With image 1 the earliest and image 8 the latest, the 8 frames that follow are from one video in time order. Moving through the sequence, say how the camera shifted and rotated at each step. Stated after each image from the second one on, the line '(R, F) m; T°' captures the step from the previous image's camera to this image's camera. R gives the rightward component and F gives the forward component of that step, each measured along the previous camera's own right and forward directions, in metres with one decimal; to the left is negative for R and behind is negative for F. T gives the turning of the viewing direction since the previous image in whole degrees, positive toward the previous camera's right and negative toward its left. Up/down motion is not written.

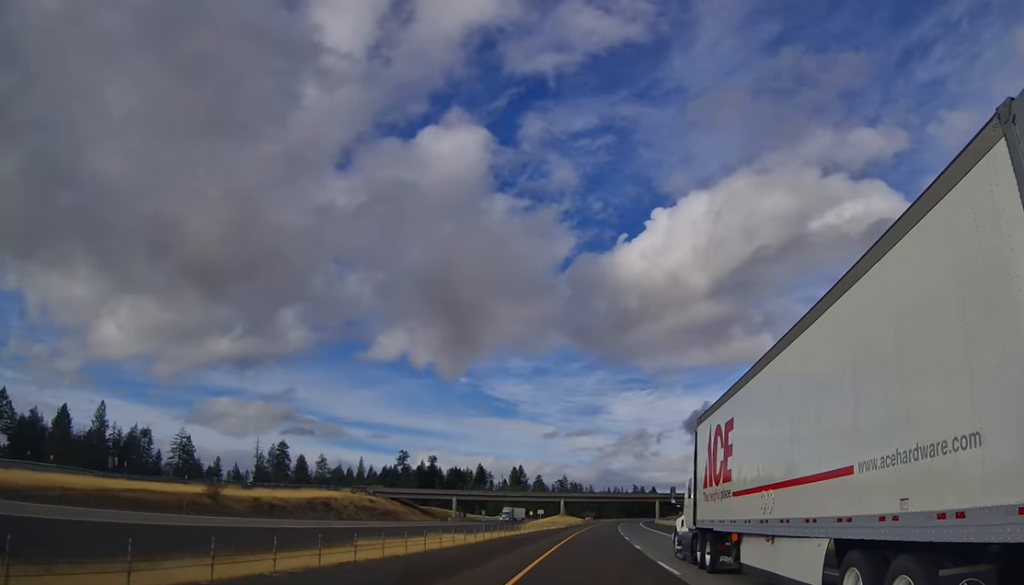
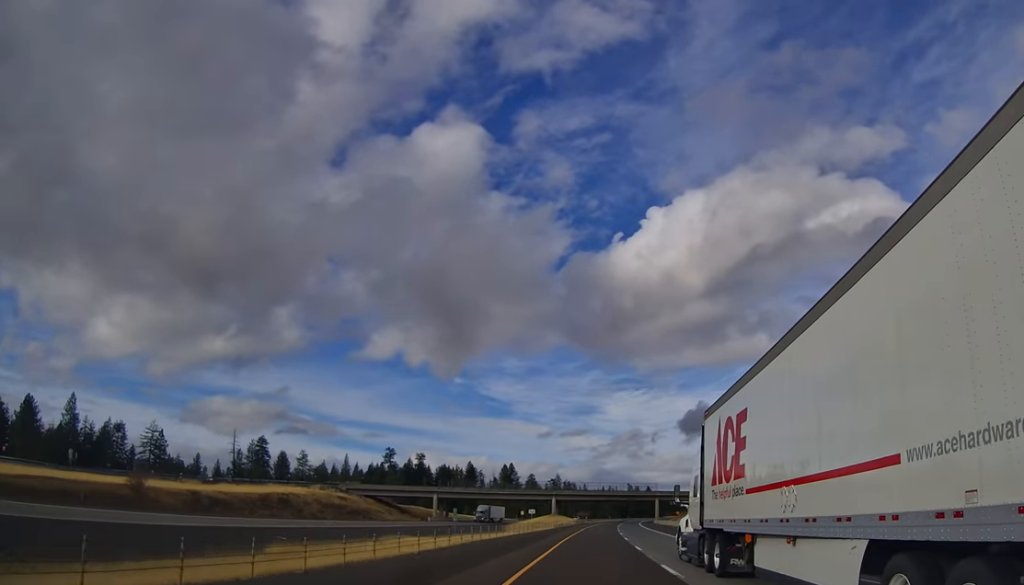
(0.0, +13.5) m; +1°
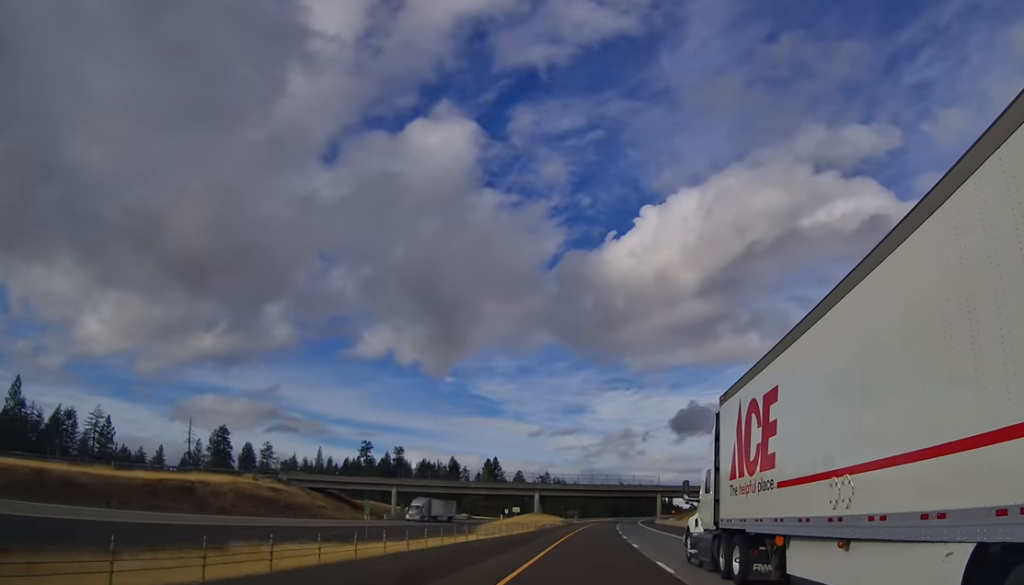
(+1.0, +23.7) m; +1°
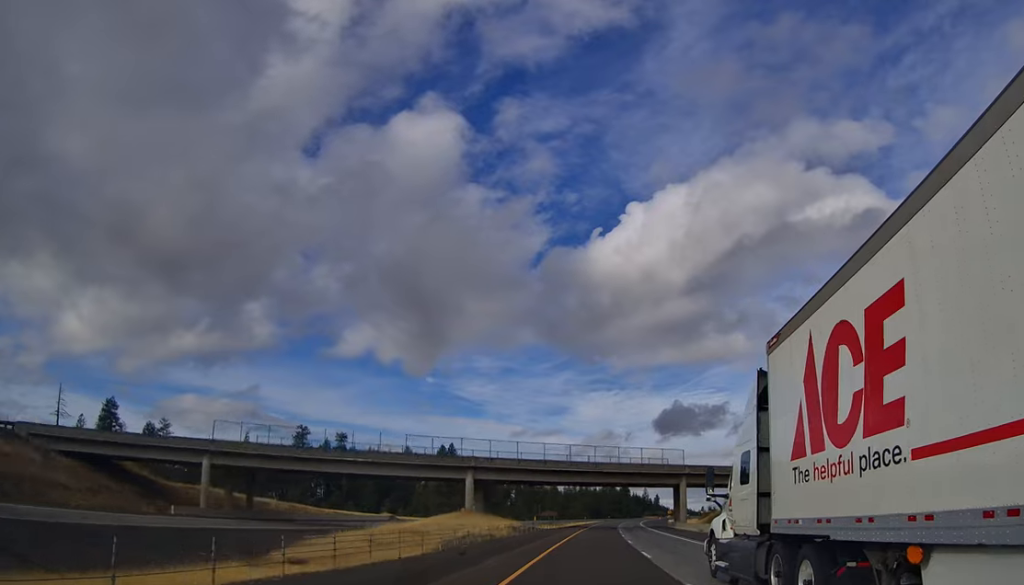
(+0.3, +55.5) m; +2°
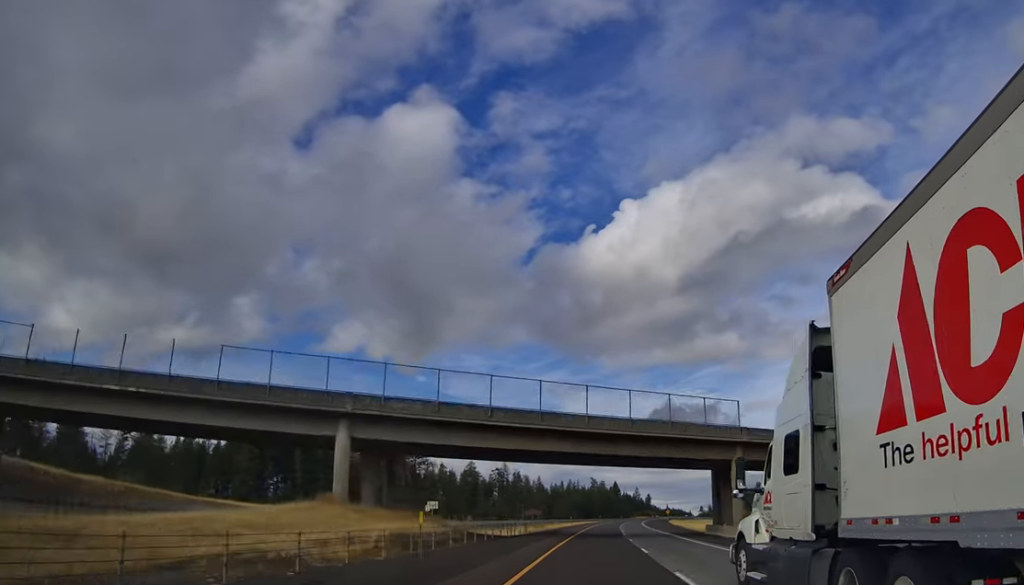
(+0.4, +33.9) m; +1°
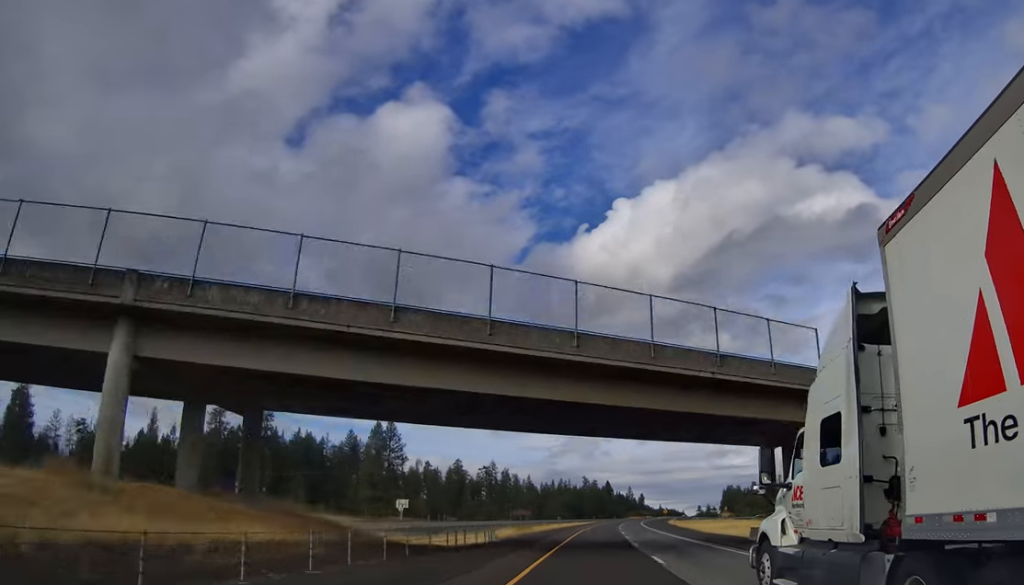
(-0.2, +18.1) m; 0°
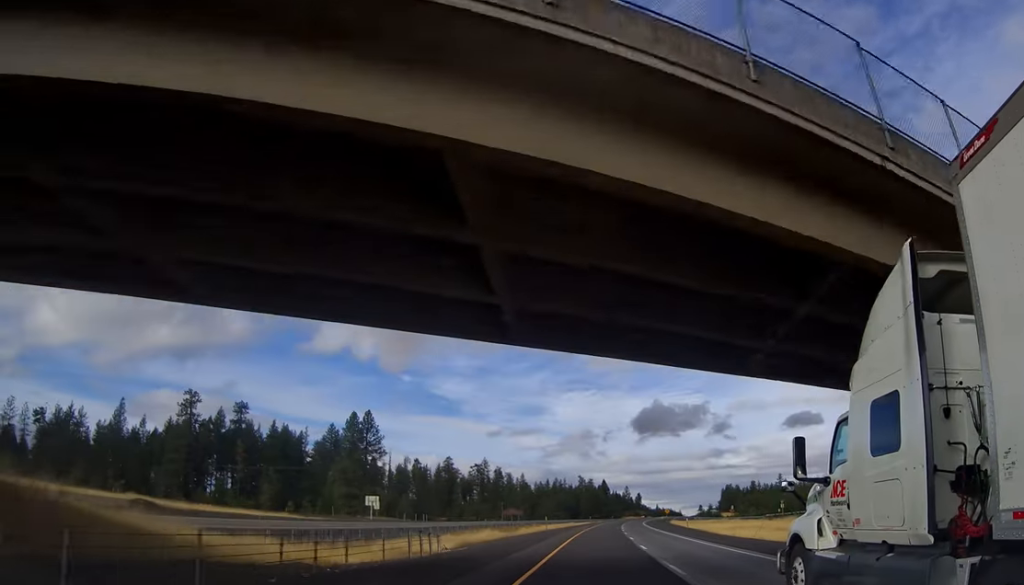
(+0.2, +15.8) m; +1°
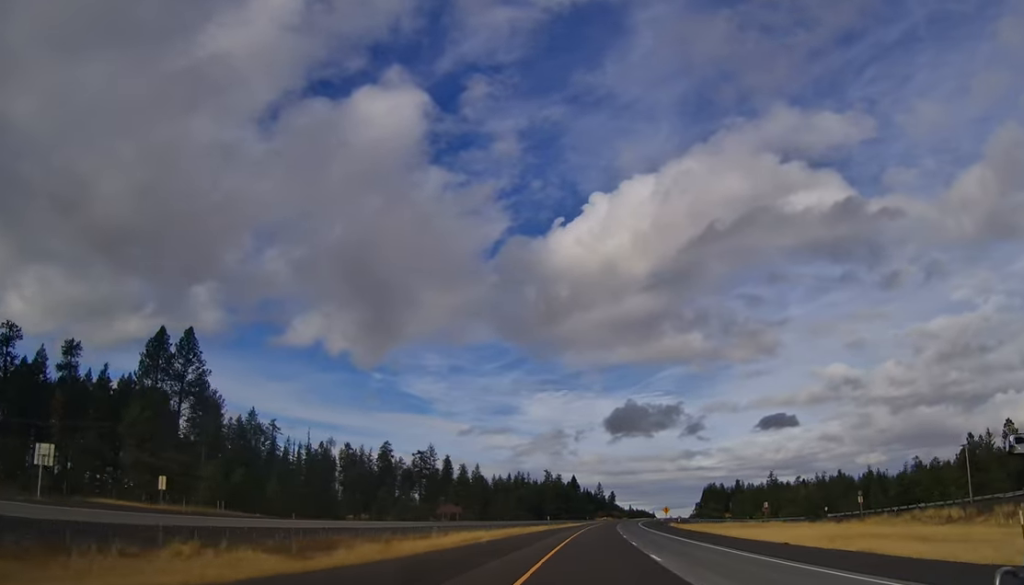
(+2.1, +68.7) m; +3°
